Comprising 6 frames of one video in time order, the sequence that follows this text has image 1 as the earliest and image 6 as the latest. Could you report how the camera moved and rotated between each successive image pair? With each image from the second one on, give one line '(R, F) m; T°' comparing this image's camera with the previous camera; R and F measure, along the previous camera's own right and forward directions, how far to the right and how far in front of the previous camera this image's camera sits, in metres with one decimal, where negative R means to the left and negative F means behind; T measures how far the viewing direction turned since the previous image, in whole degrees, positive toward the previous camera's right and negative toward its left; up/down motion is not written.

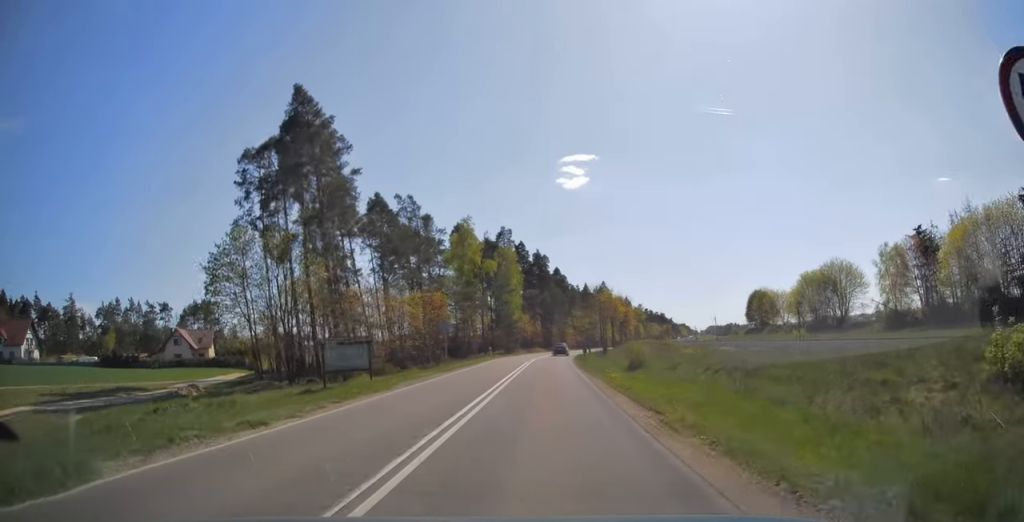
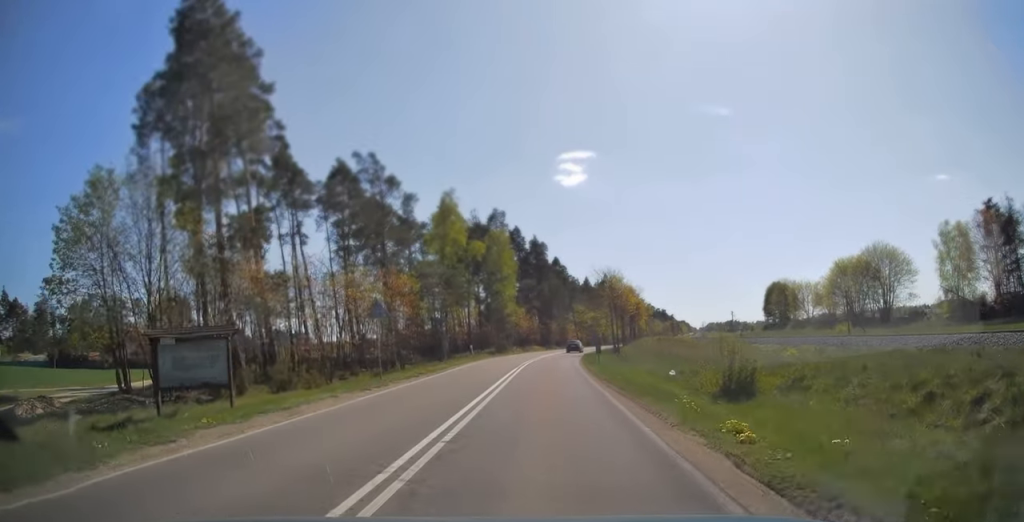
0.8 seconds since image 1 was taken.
(+0.1, +13.8) m; 0°
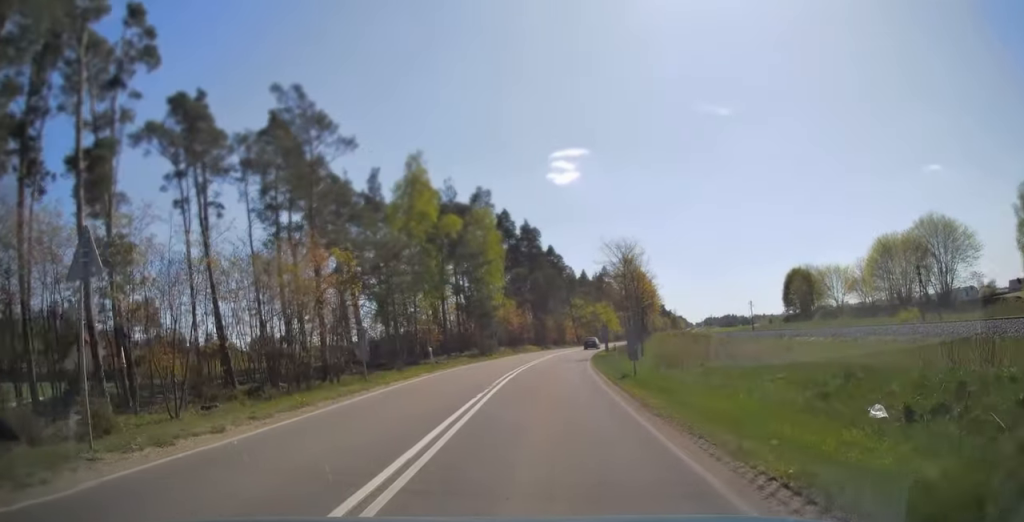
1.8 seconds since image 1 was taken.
(0.0, +14.7) m; +1°
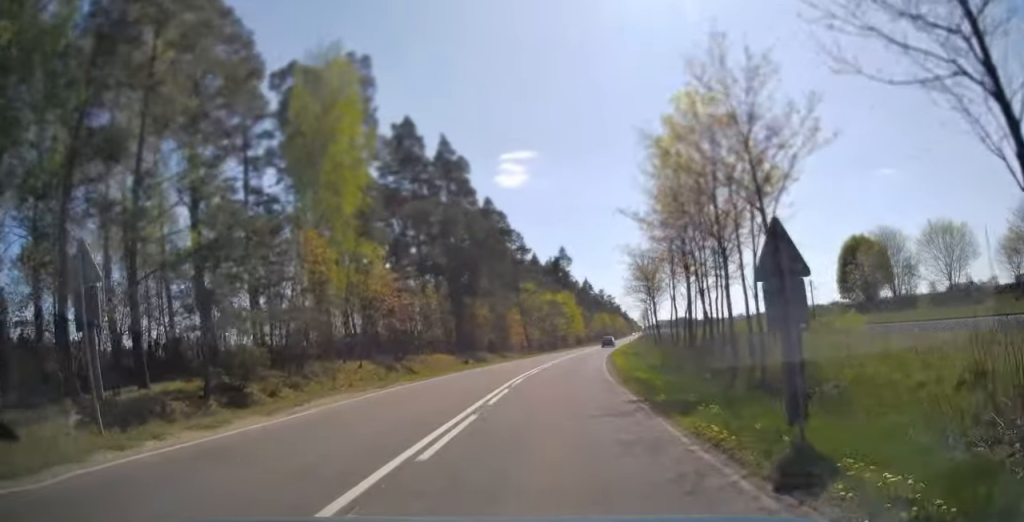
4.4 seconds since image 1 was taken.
(+1.6, +44.1) m; +5°
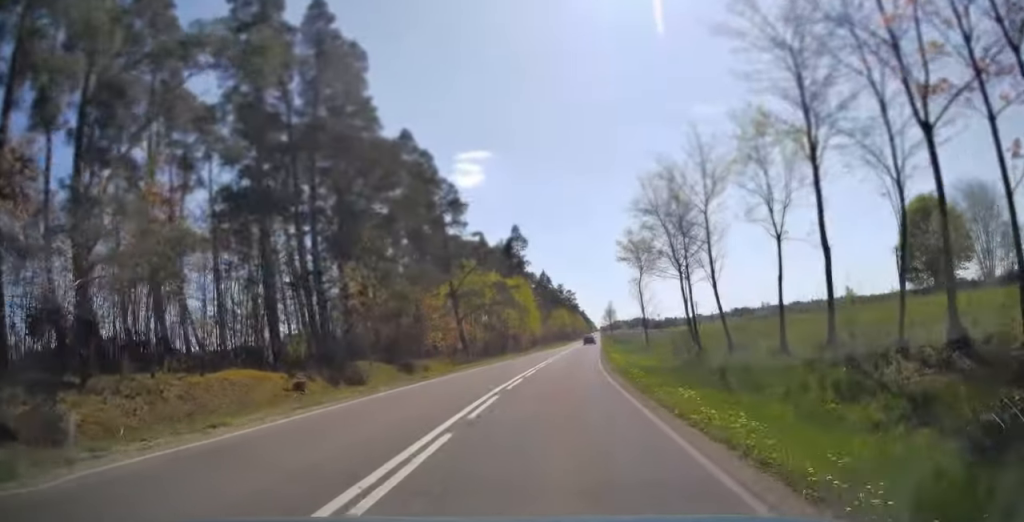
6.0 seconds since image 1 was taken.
(+1.1, +26.1) m; +5°
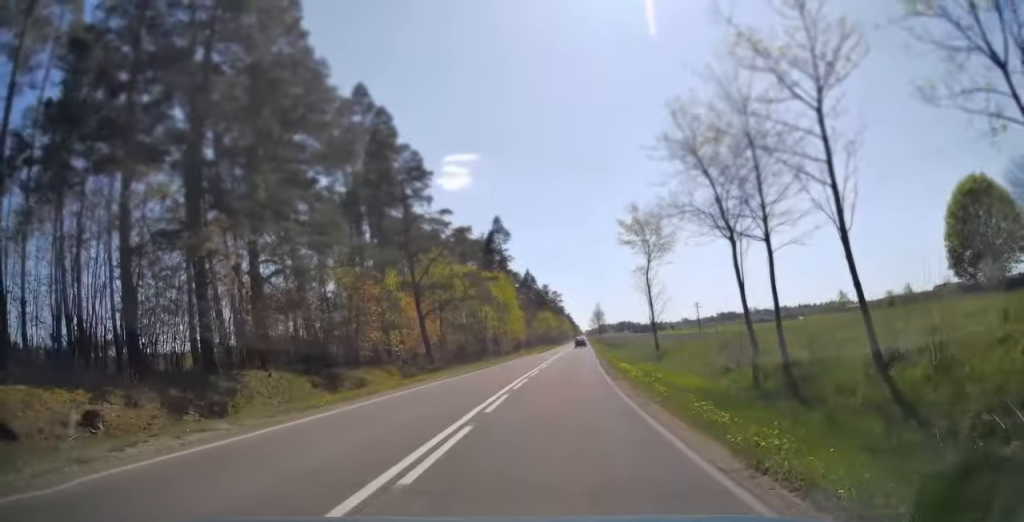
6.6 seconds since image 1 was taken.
(+0.2, +10.8) m; +1°
